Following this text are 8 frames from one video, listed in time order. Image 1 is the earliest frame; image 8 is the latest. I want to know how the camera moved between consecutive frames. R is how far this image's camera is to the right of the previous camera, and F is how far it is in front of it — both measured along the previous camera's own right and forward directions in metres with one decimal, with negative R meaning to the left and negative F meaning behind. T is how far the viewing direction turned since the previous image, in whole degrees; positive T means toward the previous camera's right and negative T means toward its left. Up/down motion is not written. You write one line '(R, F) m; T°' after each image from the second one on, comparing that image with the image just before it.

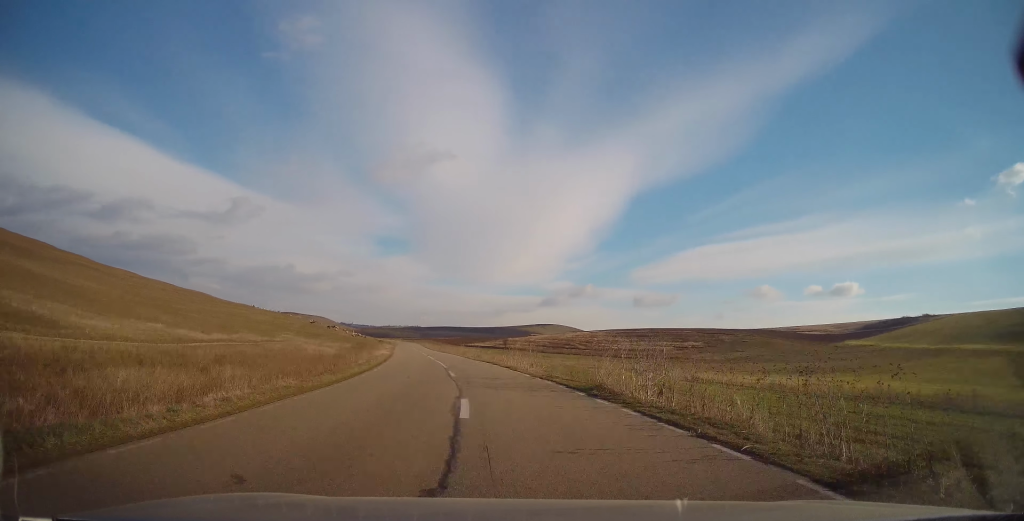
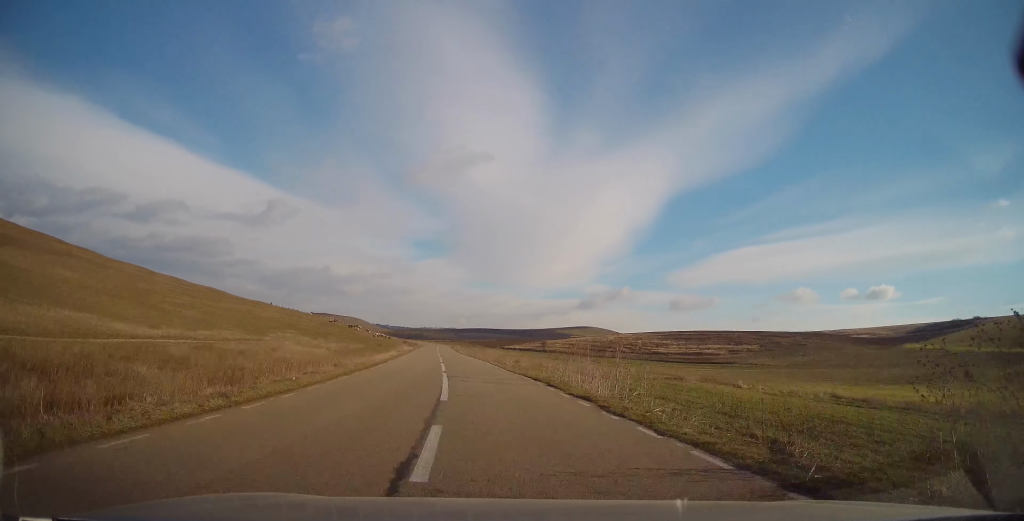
(+0.1, +16.0) m; -4°
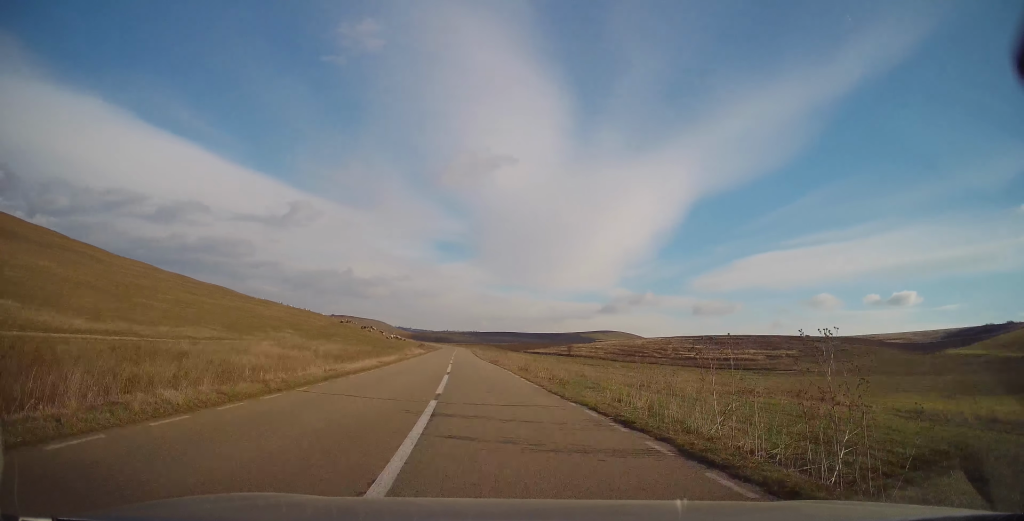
(-0.4, +11.2) m; -2°
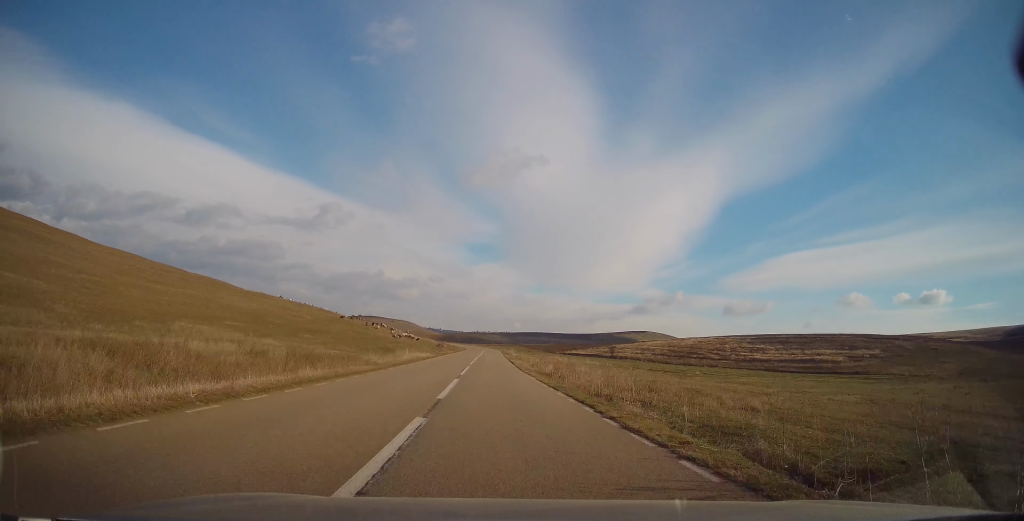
(-1.6, +27.1) m; -3°
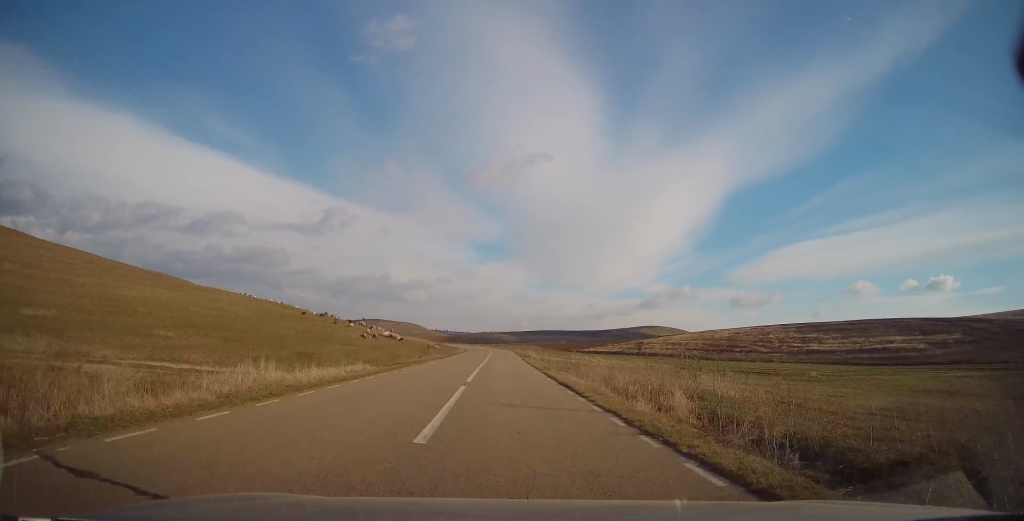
(+0.1, +27.5) m; -1°
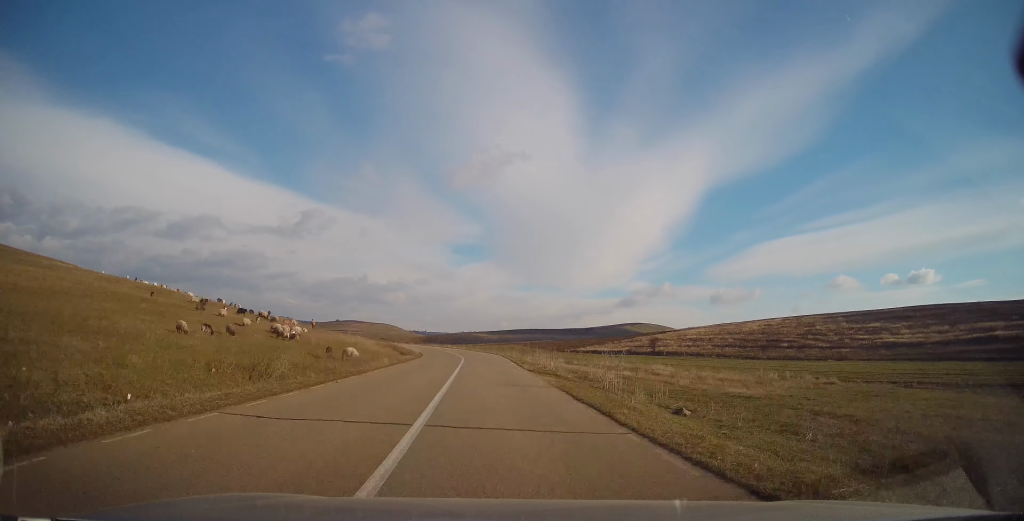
(-0.5, +36.8) m; 0°
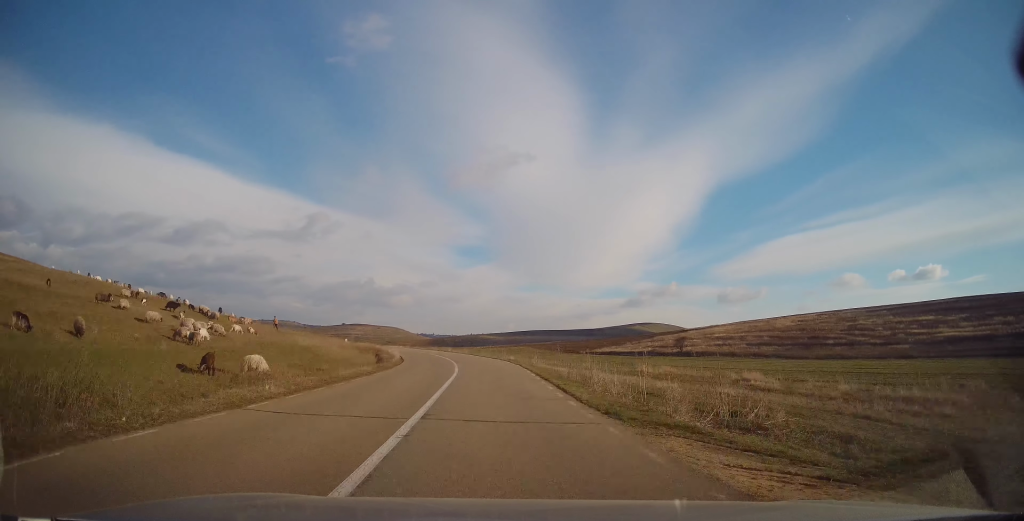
(+0.1, +15.7) m; 0°
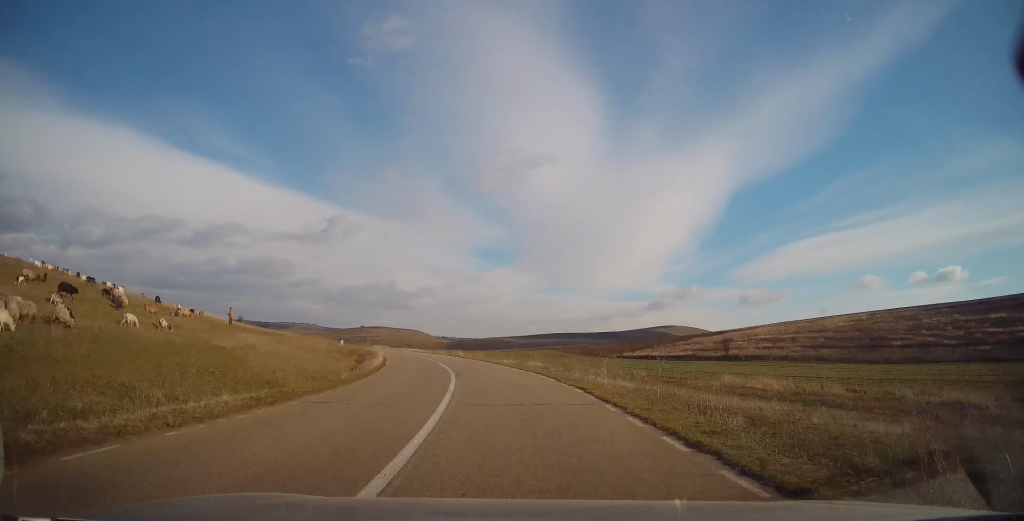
(+0.3, +16.1) m; -1°
